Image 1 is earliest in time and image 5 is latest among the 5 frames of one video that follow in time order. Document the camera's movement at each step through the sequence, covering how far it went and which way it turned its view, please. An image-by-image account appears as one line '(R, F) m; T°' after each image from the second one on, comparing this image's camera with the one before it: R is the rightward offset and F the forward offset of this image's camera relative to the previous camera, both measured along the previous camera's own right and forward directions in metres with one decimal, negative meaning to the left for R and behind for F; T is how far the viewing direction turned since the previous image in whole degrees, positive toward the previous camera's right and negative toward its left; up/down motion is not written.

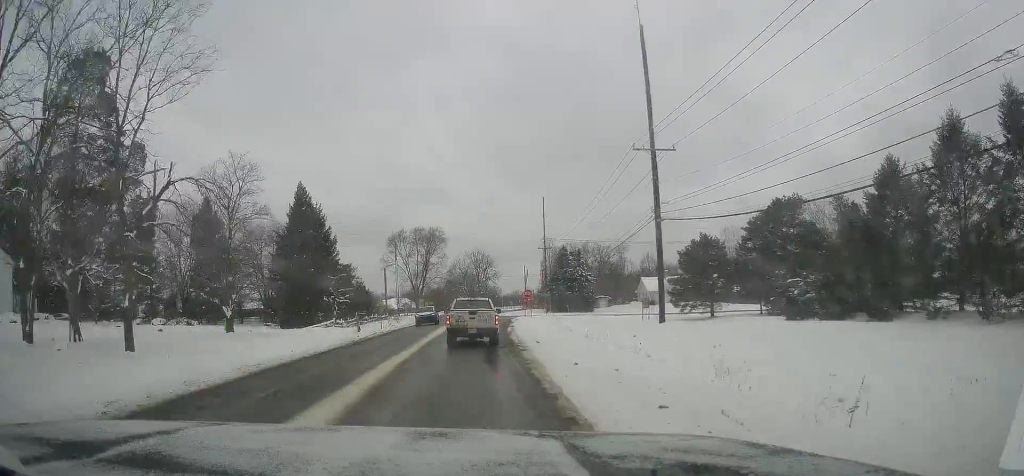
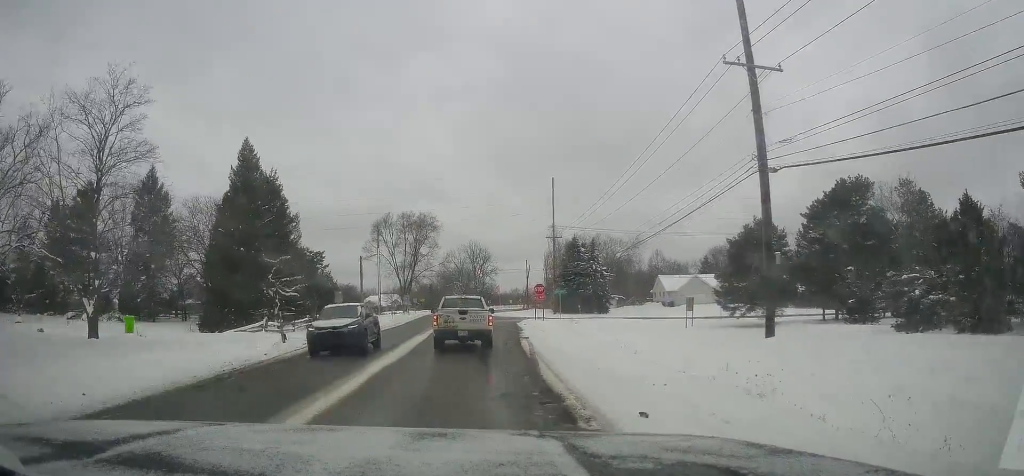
(-0.6, +17.2) m; -1°
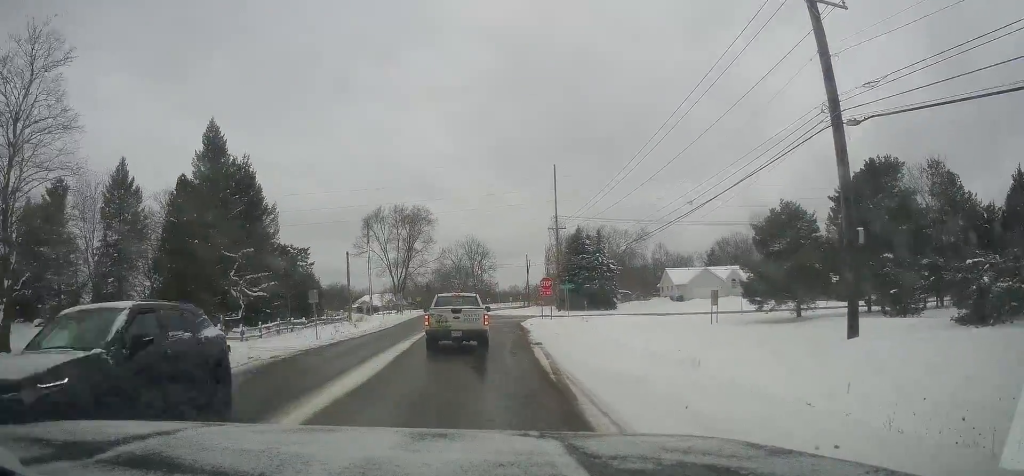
(+0.3, +6.4) m; +2°
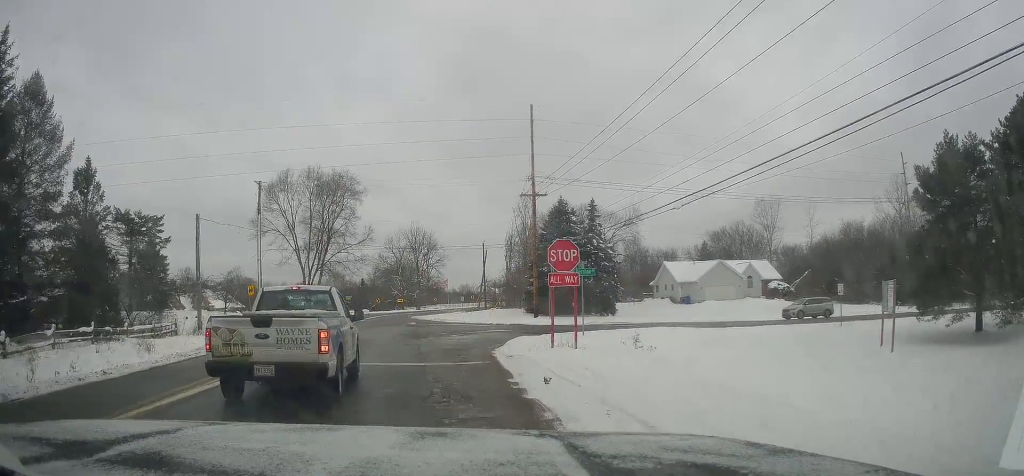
(+0.5, +28.9) m; +1°
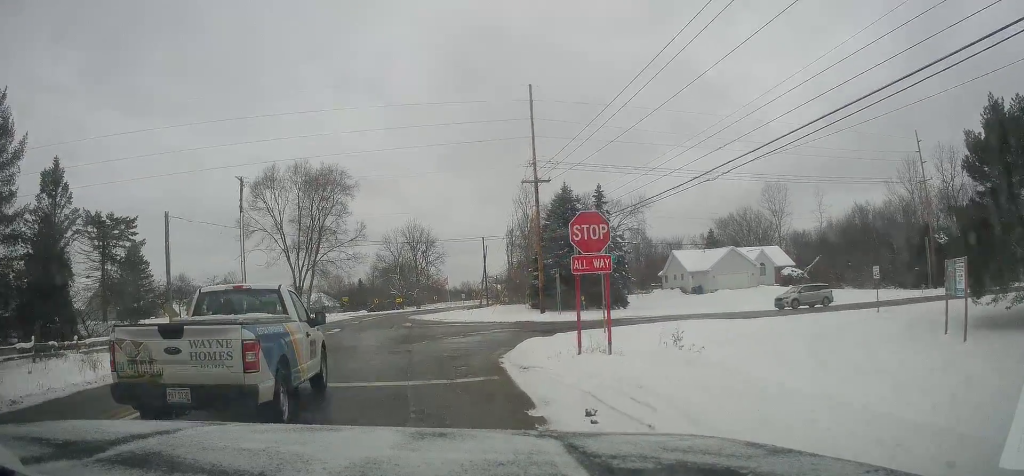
(0.0, +4.4) m; 0°
